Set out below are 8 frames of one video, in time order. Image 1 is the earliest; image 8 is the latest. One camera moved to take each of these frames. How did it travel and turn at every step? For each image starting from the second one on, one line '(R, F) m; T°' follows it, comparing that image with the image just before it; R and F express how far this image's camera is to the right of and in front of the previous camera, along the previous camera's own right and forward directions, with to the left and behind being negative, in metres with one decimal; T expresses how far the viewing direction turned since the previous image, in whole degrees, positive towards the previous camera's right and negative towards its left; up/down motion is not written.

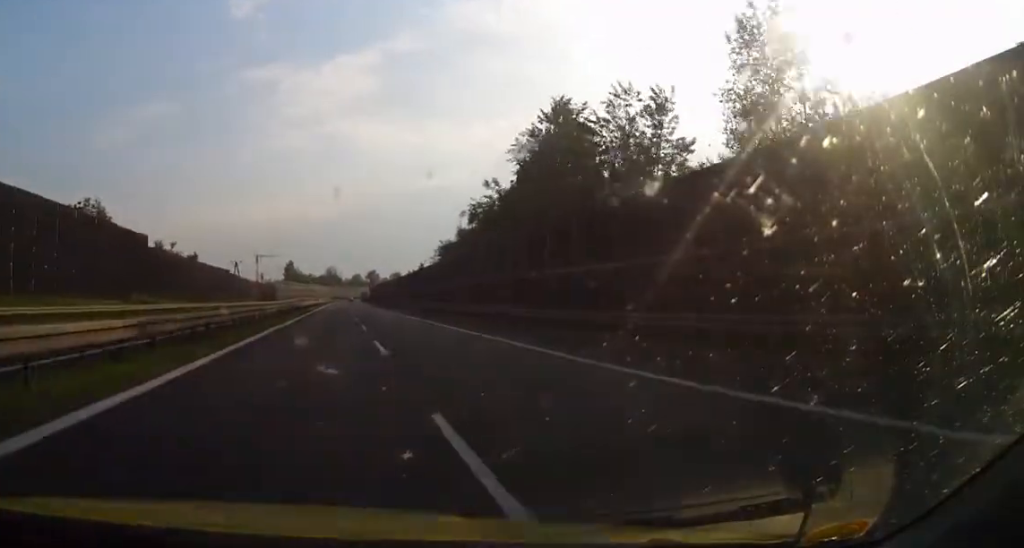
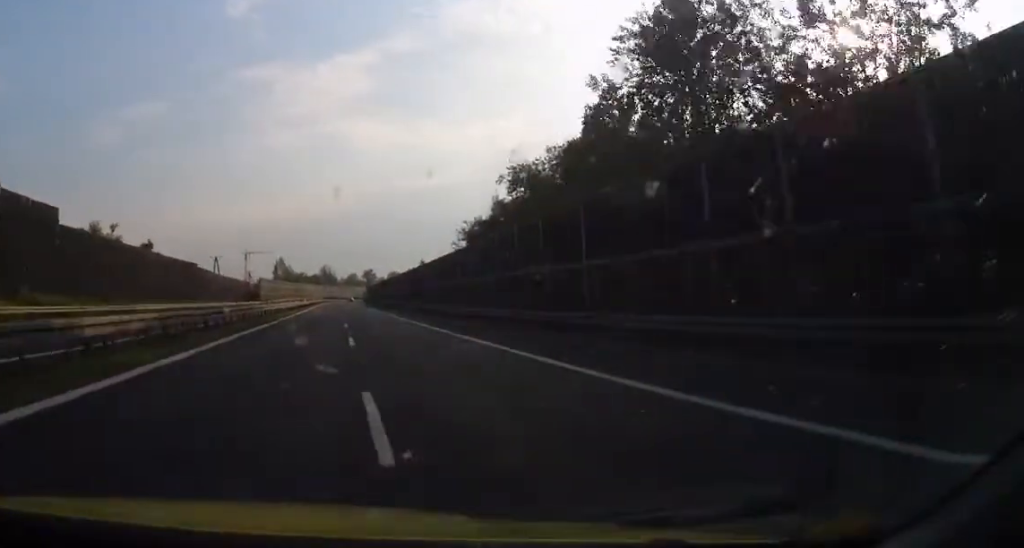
(-0.2, +22.0) m; 0°
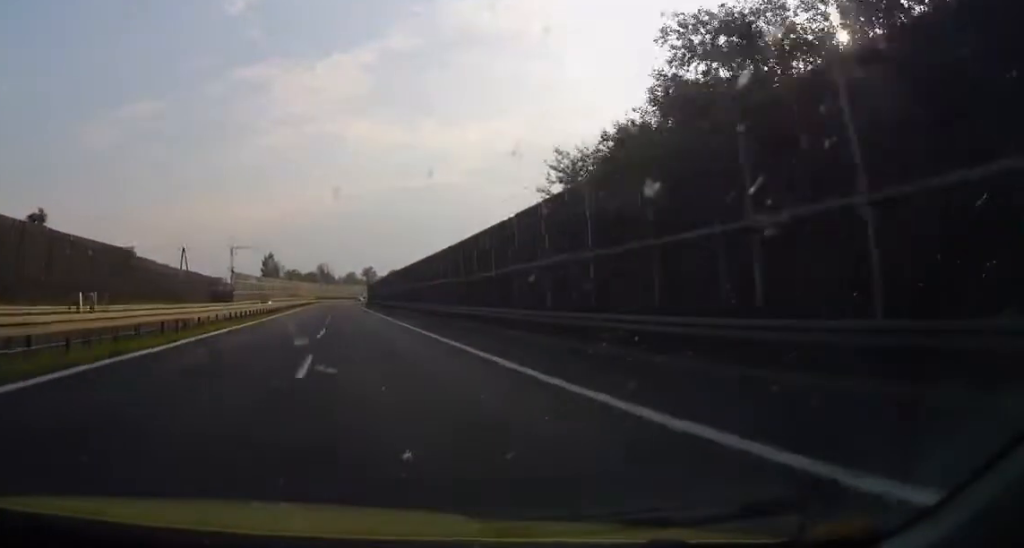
(+0.4, +30.5) m; +2°
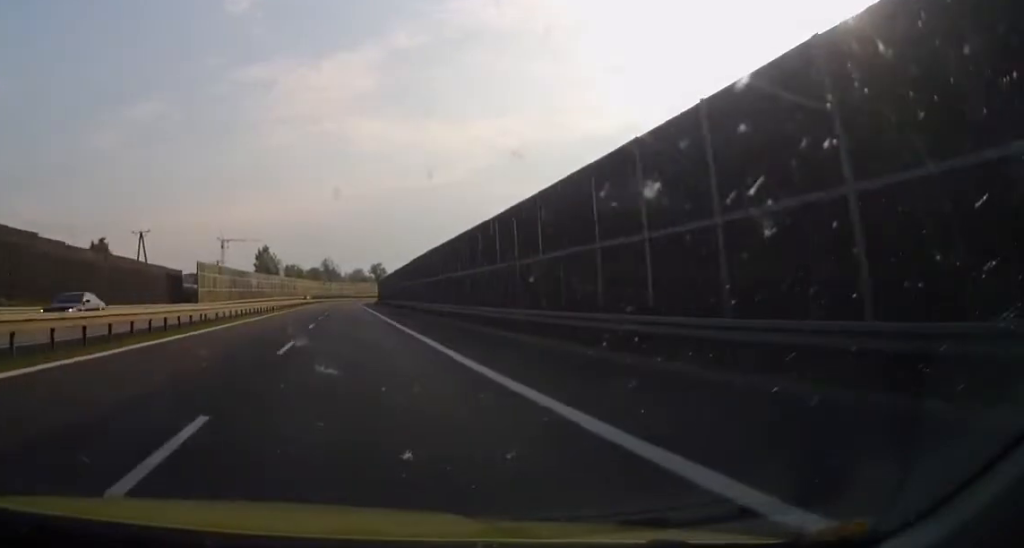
(+0.4, +31.6) m; +1°
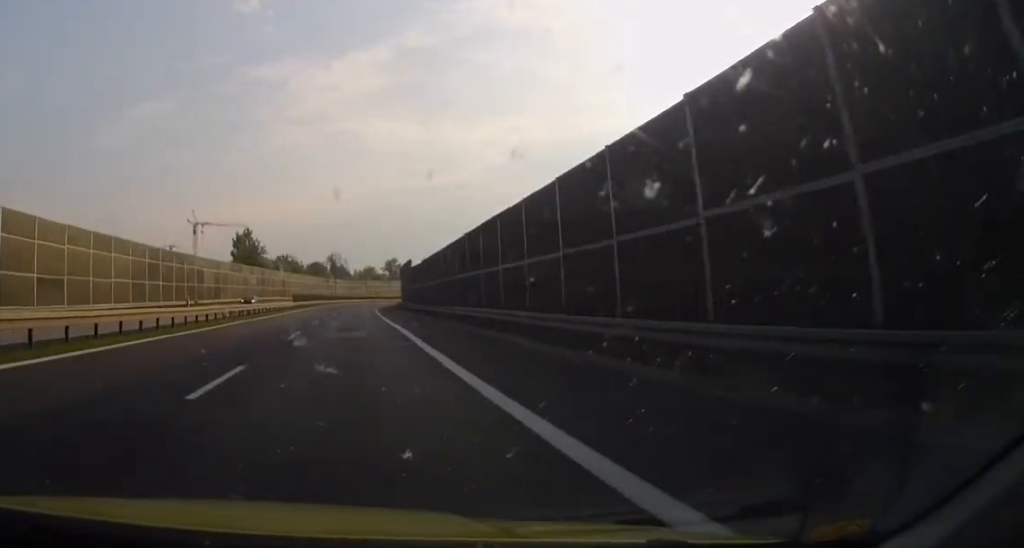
(-0.4, +55.4) m; -1°
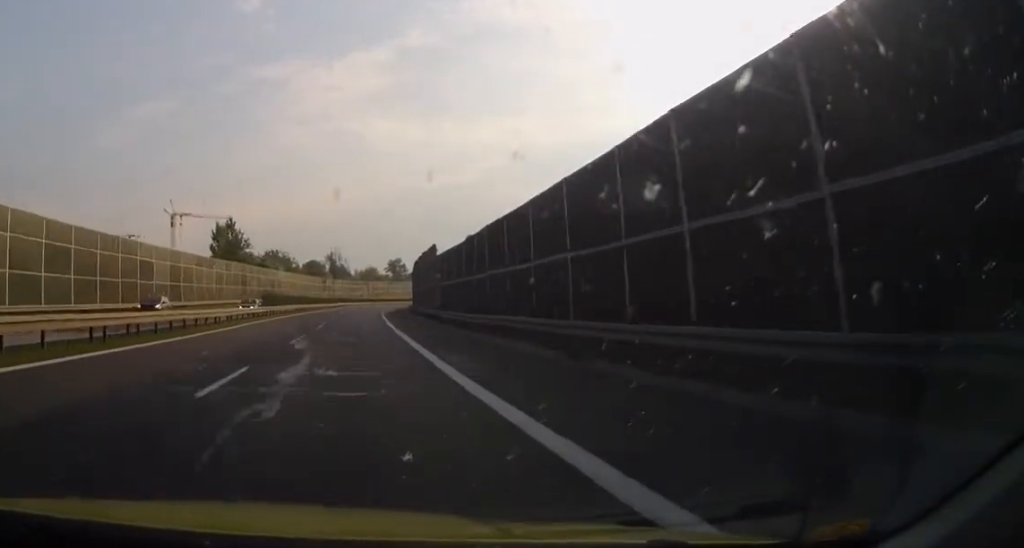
(-0.3, +23.8) m; 0°
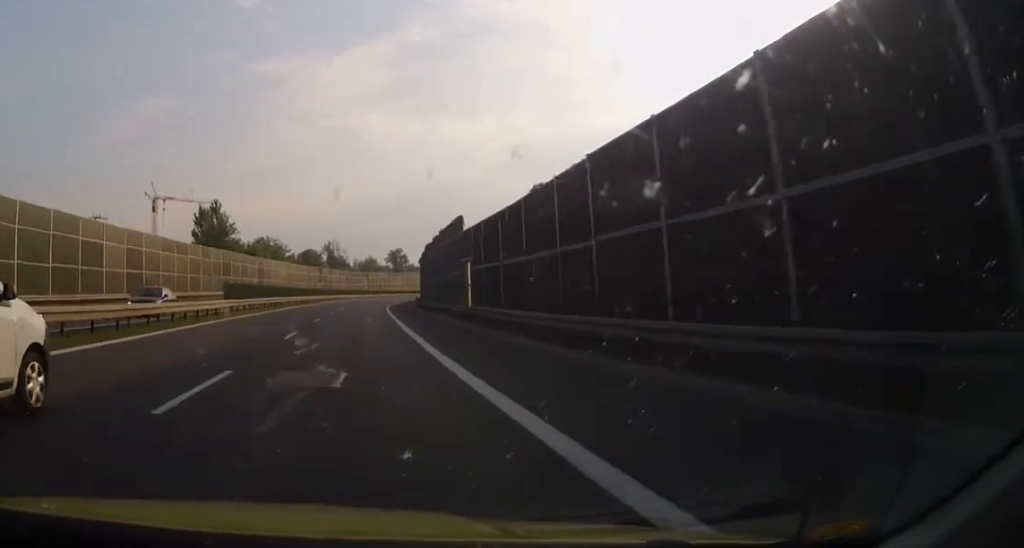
(+0.1, +14.1) m; 0°
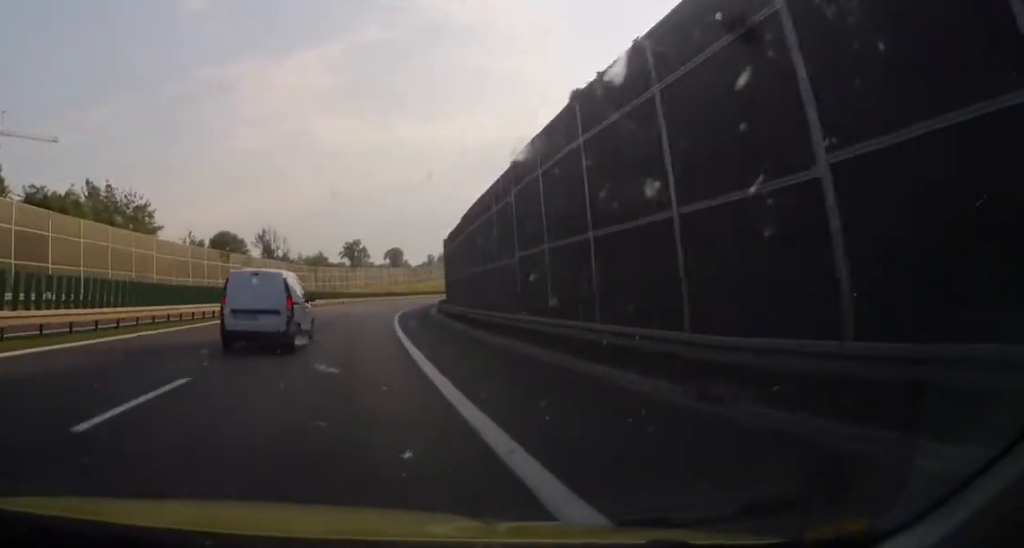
(0.0, +73.5) m; 0°
